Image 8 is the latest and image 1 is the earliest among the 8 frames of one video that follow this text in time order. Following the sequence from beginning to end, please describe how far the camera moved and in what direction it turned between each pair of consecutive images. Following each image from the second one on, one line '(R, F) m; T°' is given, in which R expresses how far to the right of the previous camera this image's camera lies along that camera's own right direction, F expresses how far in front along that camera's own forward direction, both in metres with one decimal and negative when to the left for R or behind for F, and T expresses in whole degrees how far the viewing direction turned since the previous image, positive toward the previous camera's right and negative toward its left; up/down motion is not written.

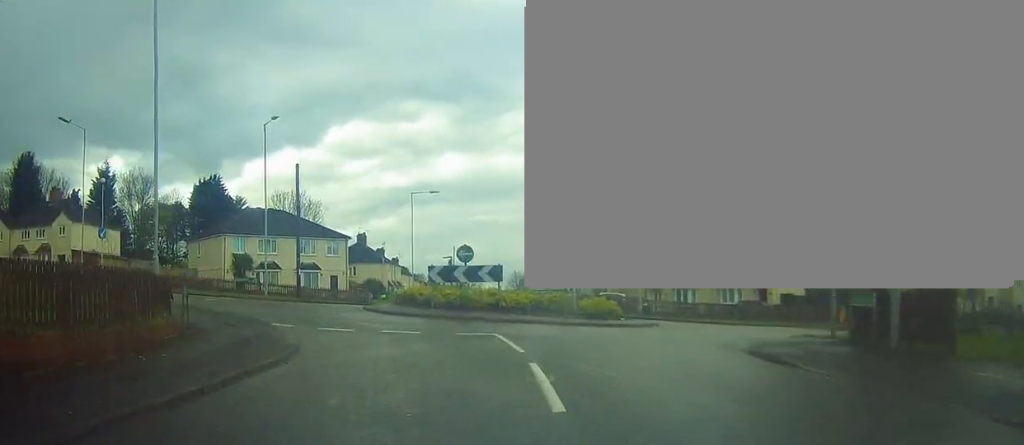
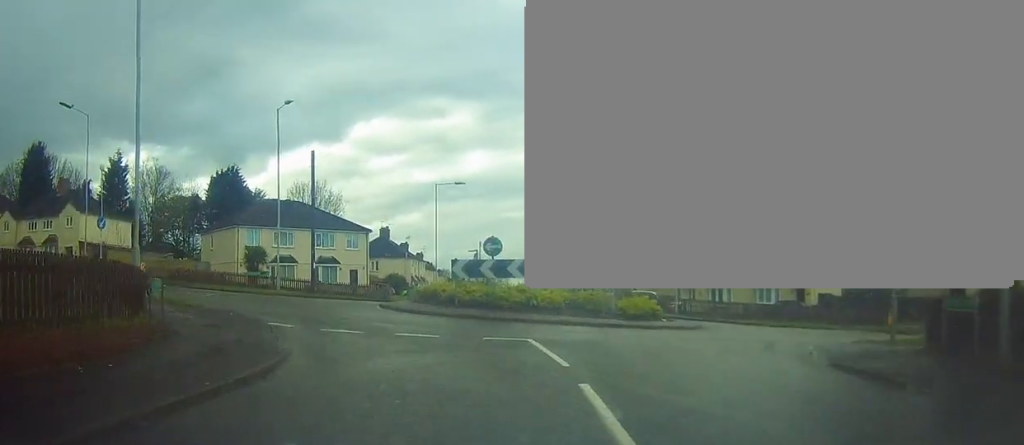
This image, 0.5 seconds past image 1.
(+0.2, +2.6) m; +2°
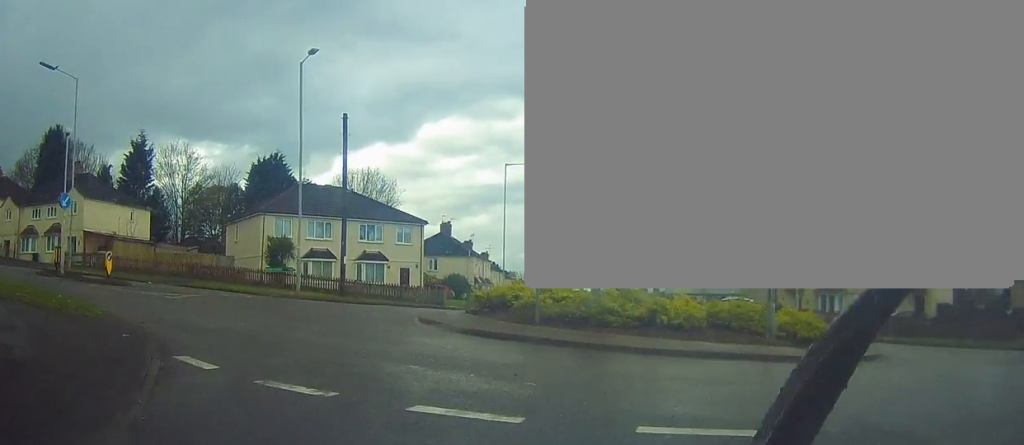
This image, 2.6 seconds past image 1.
(-0.9, +9.0) m; -9°
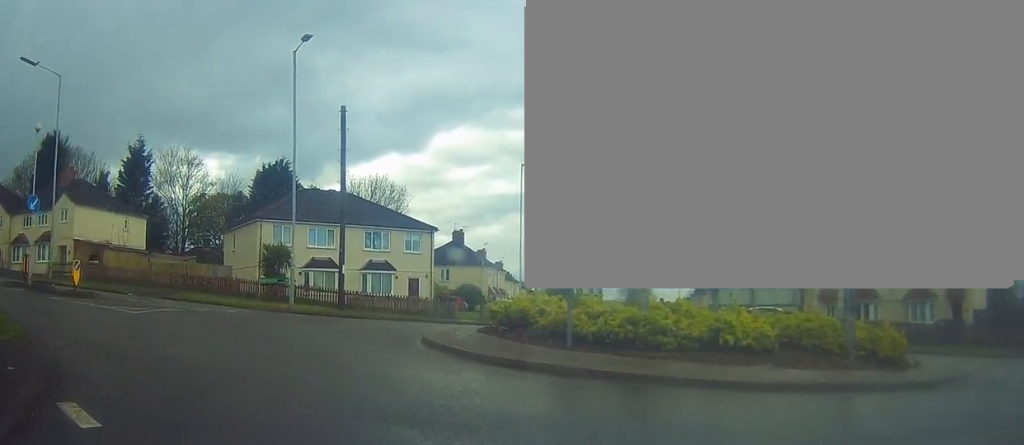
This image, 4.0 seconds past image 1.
(+0.5, +3.4) m; +2°
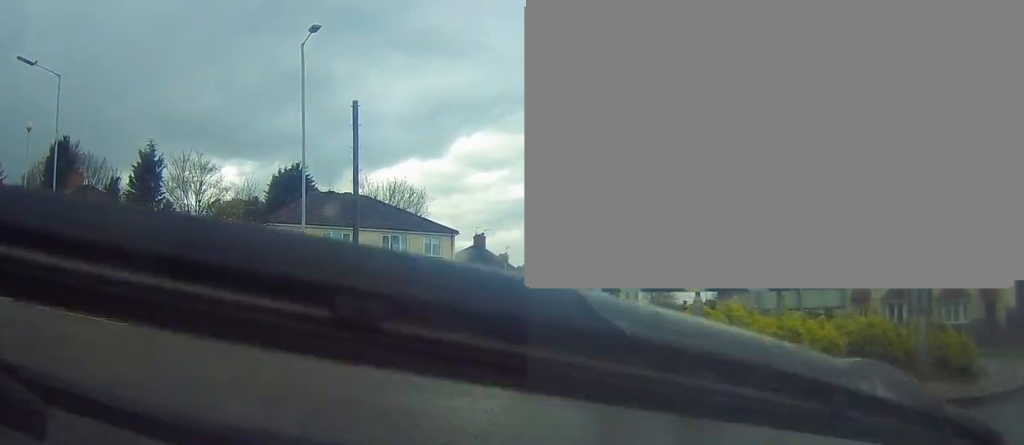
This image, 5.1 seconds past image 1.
(-0.5, +1.6) m; -16°
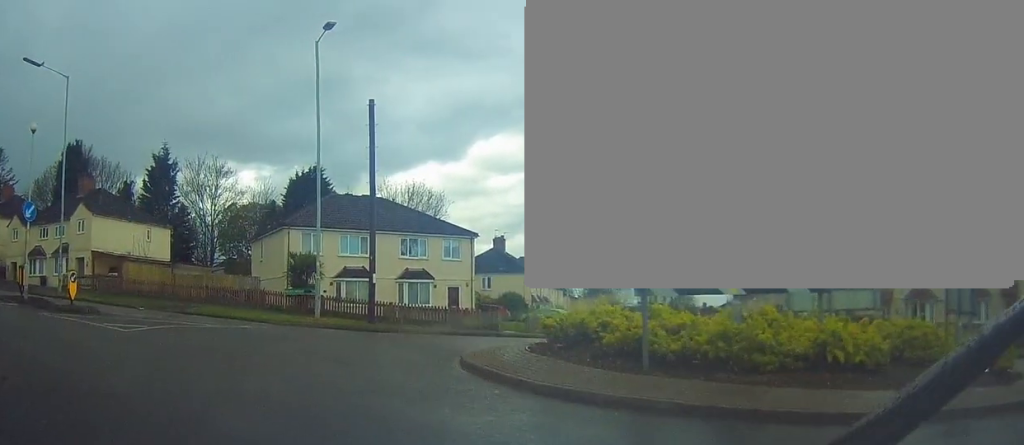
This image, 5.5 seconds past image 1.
(0.0, +0.7) m; +3°
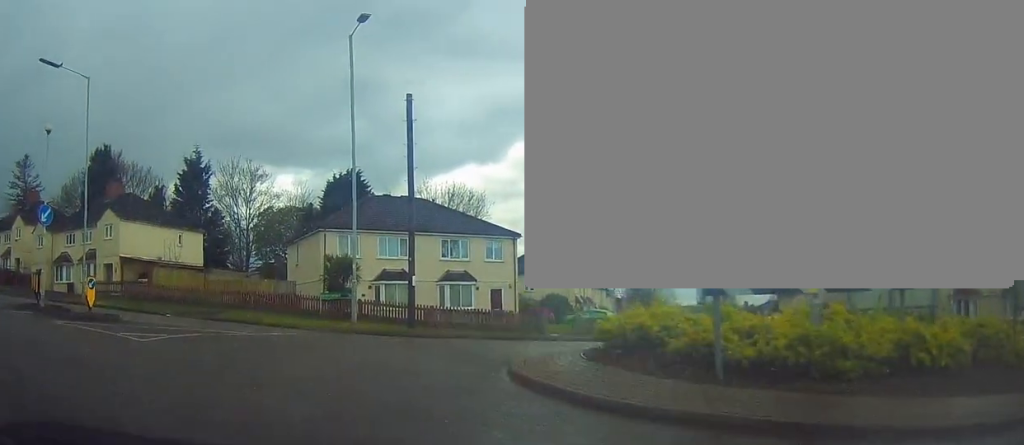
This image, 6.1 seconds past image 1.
(0.0, +1.1) m; 0°
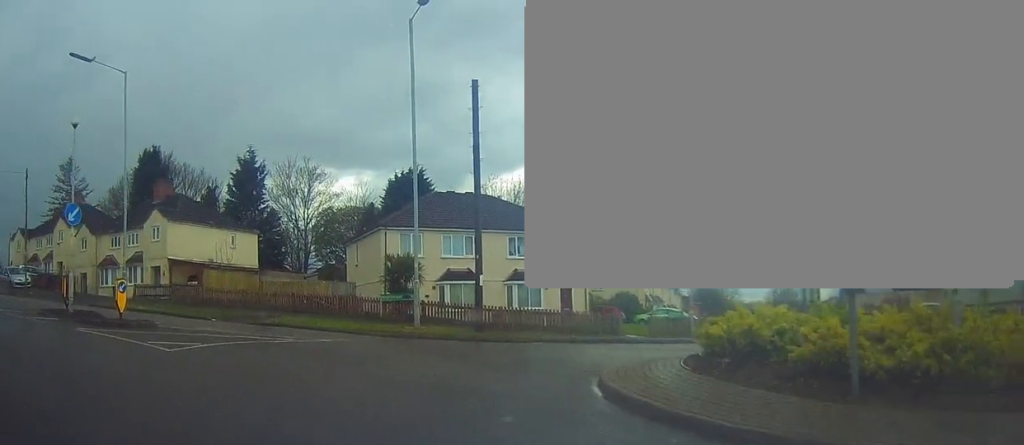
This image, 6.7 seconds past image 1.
(+0.1, +1.5) m; -4°
